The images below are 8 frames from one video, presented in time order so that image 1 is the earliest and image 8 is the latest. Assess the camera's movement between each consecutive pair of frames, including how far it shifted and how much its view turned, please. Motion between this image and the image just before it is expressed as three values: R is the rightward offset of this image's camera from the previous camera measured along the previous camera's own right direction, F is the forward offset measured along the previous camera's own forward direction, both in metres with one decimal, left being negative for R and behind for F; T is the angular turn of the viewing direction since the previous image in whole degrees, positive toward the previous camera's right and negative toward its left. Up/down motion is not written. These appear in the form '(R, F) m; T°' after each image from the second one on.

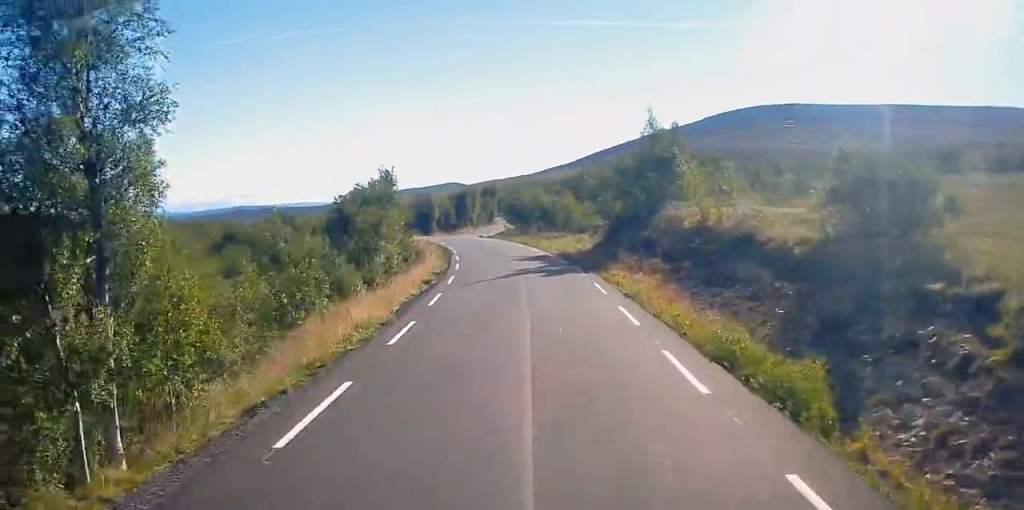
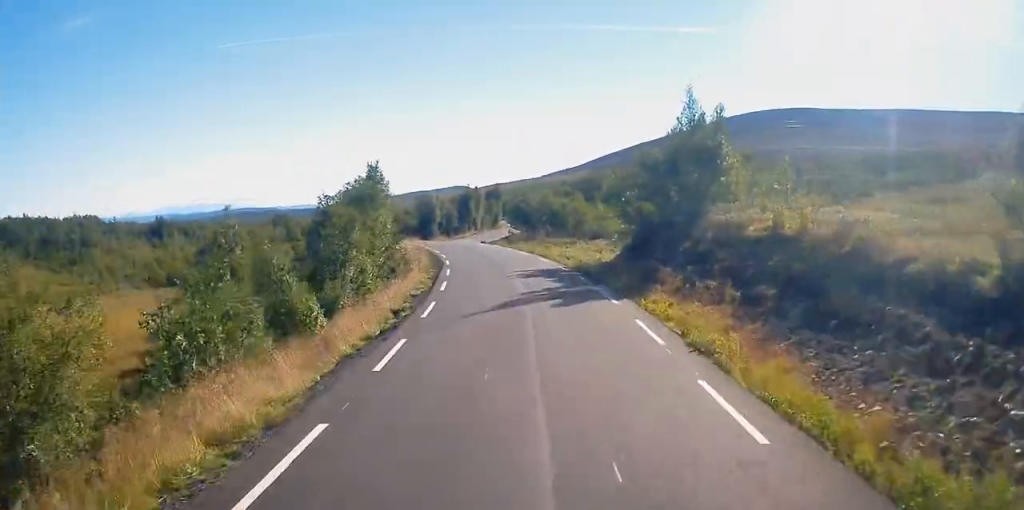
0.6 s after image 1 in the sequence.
(-0.3, +7.9) m; -1°
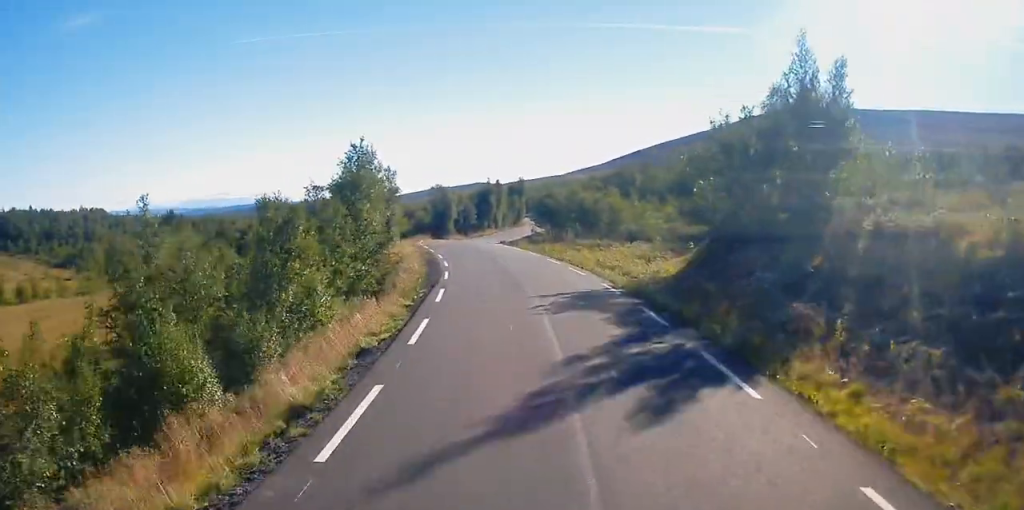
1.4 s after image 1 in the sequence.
(-0.1, +10.5) m; 0°
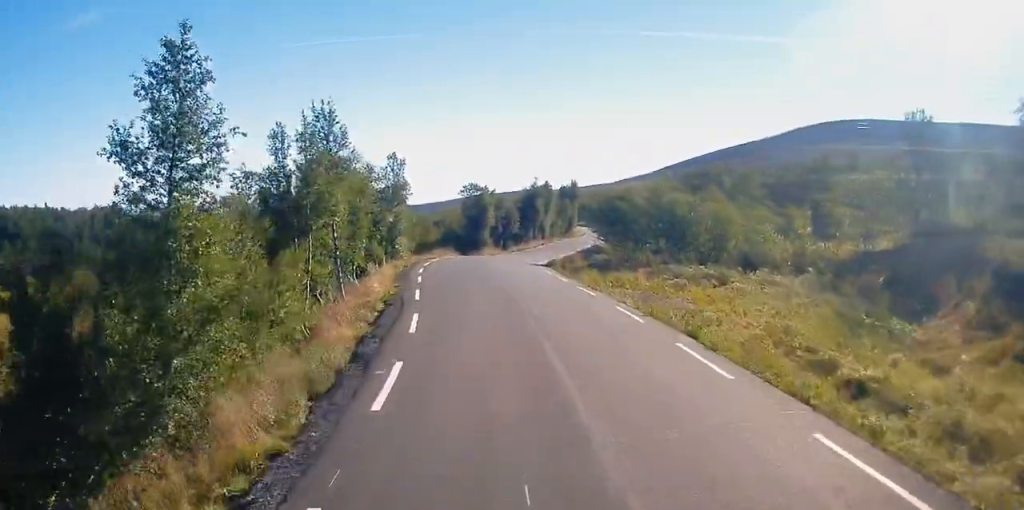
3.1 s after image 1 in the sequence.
(0.0, +22.1) m; -1°
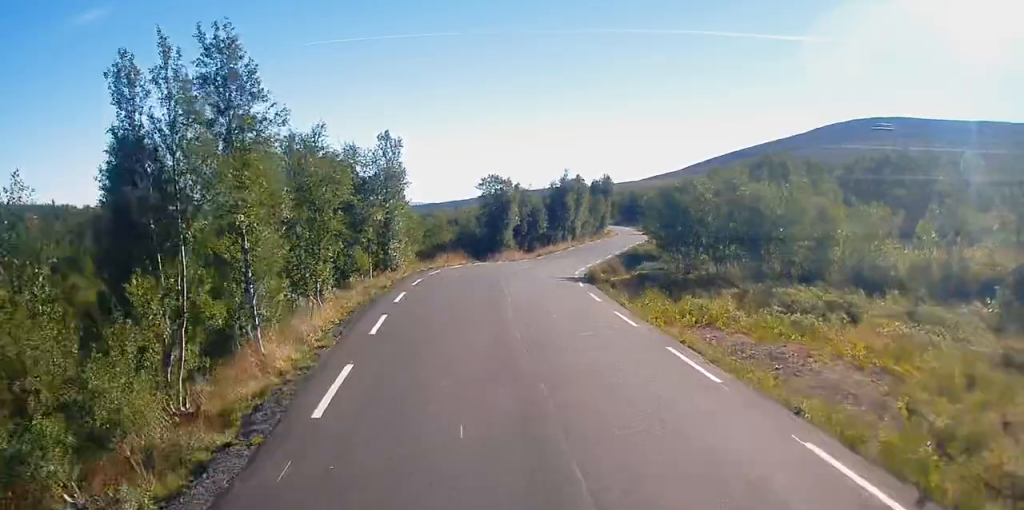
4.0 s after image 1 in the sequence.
(-0.1, +12.2) m; -2°
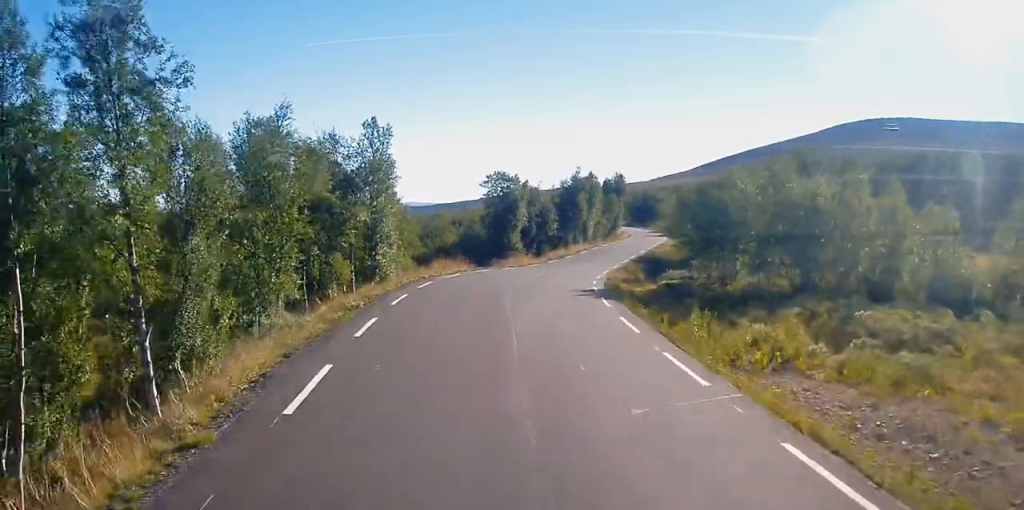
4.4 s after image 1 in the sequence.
(-0.2, +5.7) m; -1°
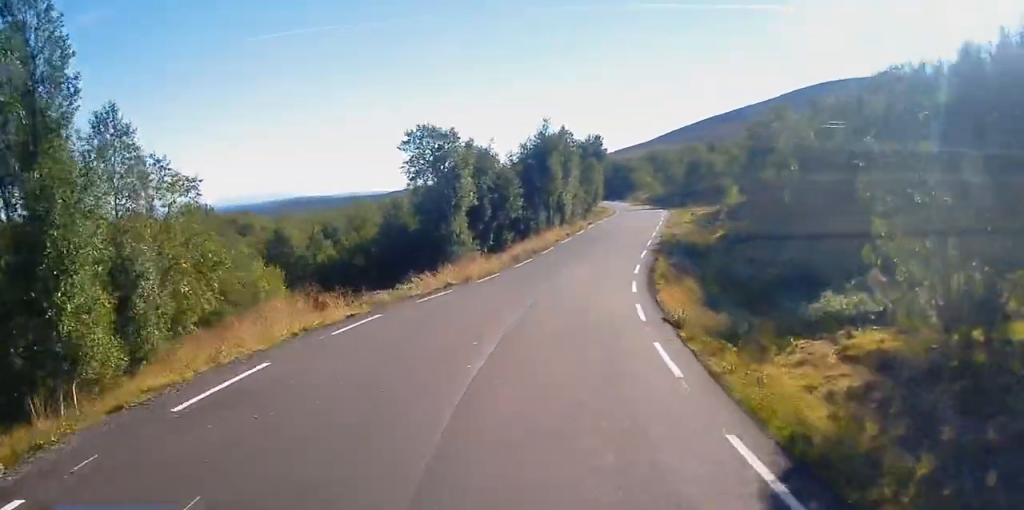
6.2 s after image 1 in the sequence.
(+0.3, +25.1) m; +4°
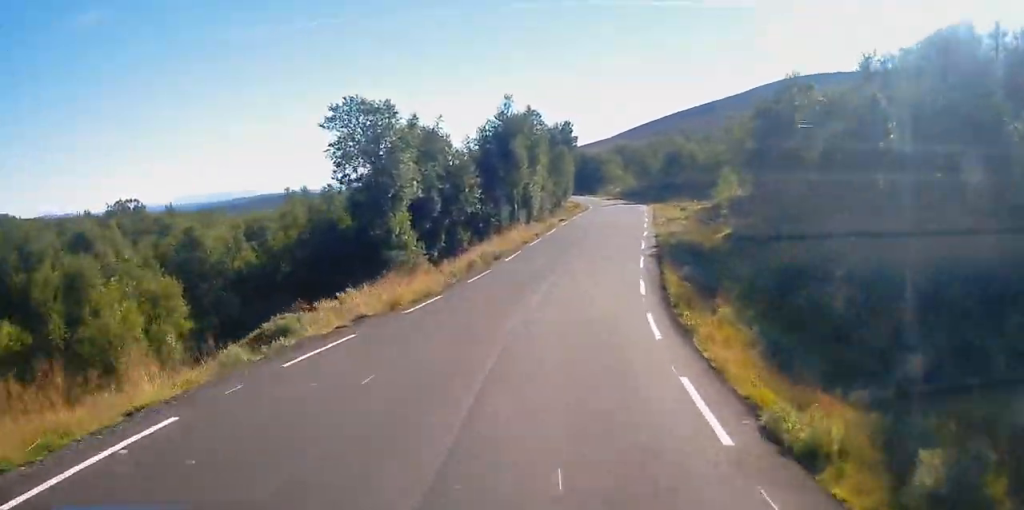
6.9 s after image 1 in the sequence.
(+0.4, +9.8) m; +2°
